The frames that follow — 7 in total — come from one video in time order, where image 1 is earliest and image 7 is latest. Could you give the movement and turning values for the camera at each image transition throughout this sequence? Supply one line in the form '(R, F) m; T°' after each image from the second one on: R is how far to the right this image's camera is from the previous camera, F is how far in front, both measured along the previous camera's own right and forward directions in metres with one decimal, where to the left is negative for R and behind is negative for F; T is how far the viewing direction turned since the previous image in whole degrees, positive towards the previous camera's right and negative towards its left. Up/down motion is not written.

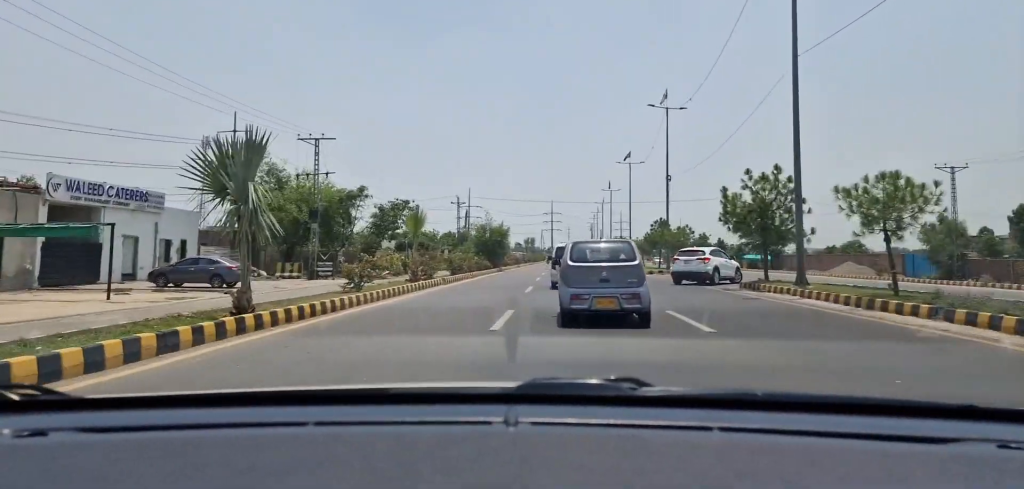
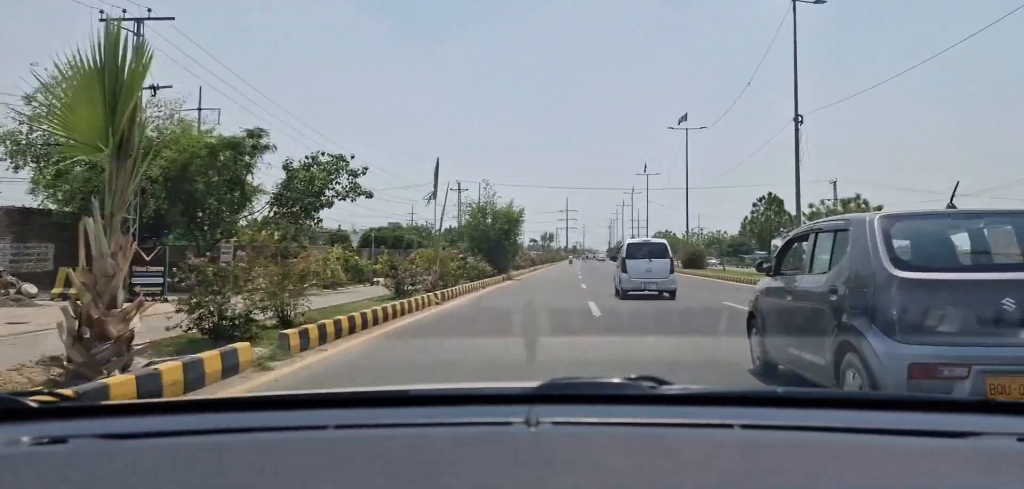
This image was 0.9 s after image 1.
(-0.3, +21.4) m; -1°
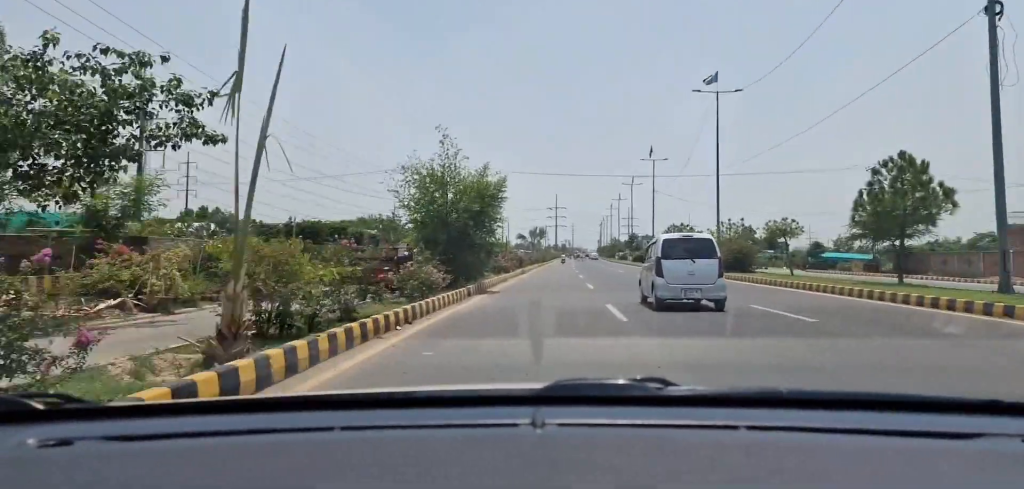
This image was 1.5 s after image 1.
(-0.1, +13.0) m; 0°
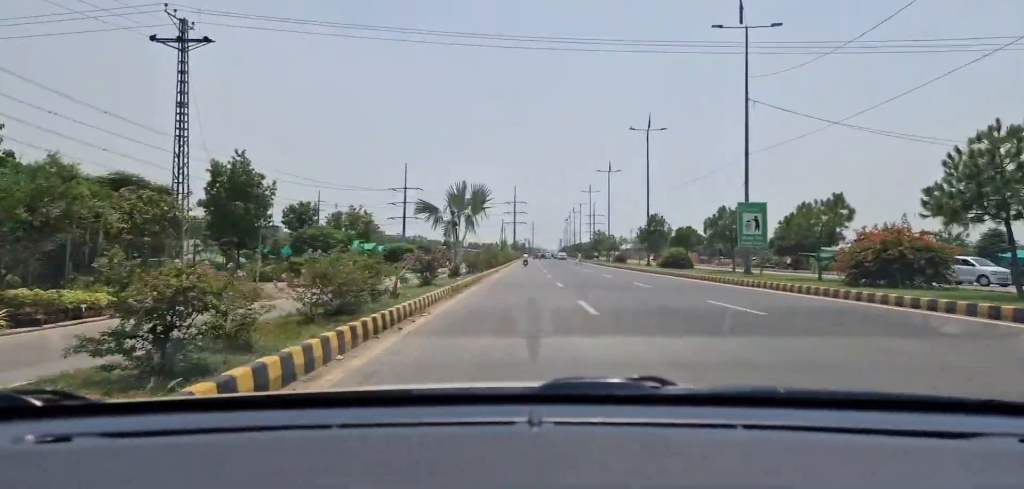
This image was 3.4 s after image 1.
(+2.0, +47.3) m; +5°
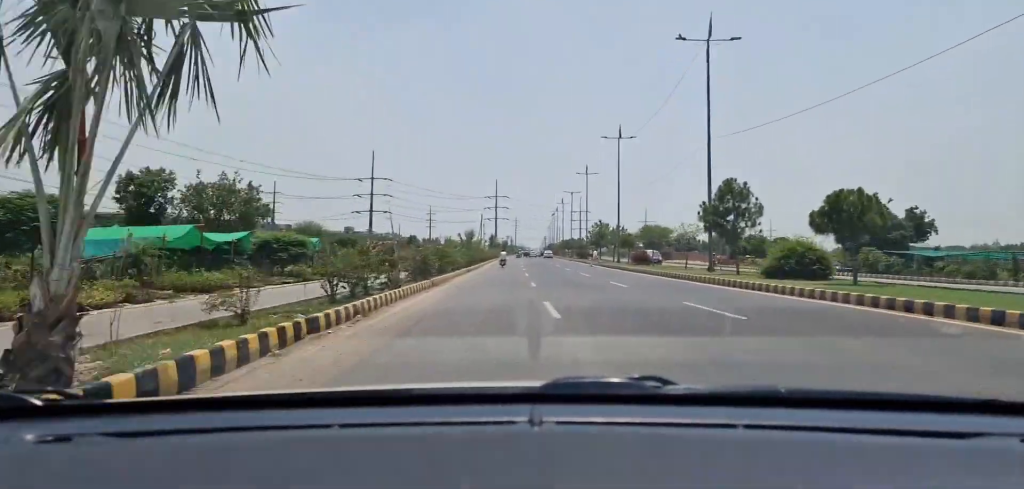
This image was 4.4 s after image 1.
(+0.4, +25.6) m; +2°
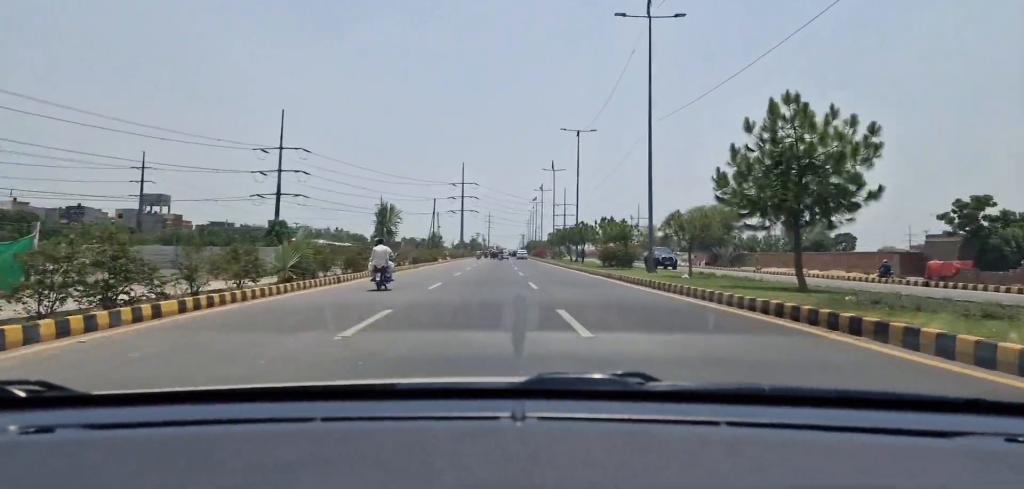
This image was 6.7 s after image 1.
(+0.8, +64.4) m; 0°
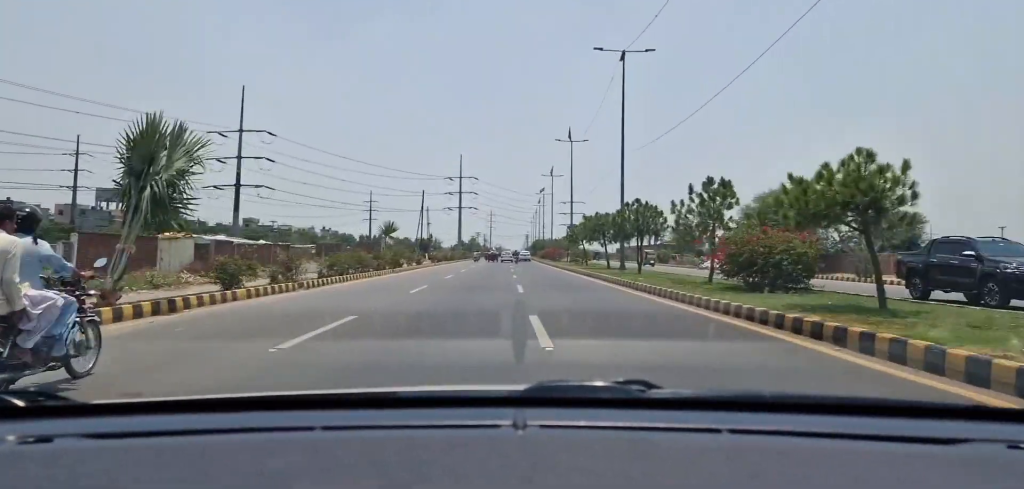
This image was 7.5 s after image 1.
(-0.1, +25.9) m; -1°
